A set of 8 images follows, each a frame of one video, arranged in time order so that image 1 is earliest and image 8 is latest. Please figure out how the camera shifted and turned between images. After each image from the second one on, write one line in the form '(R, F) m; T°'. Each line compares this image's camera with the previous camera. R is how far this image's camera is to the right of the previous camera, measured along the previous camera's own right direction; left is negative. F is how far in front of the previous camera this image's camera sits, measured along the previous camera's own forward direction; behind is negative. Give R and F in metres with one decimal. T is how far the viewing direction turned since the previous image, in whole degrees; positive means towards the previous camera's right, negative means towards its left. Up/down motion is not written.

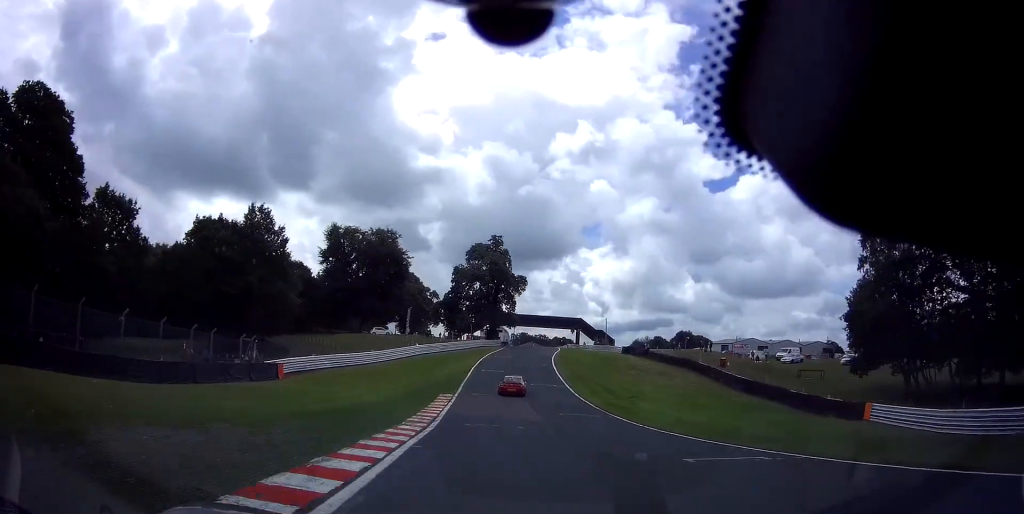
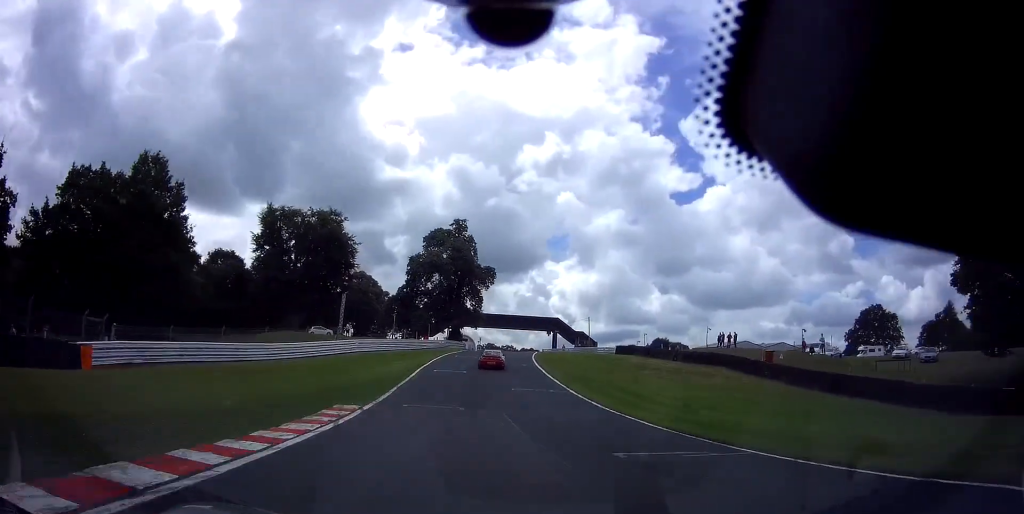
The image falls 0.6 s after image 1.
(+0.6, +16.7) m; +4°
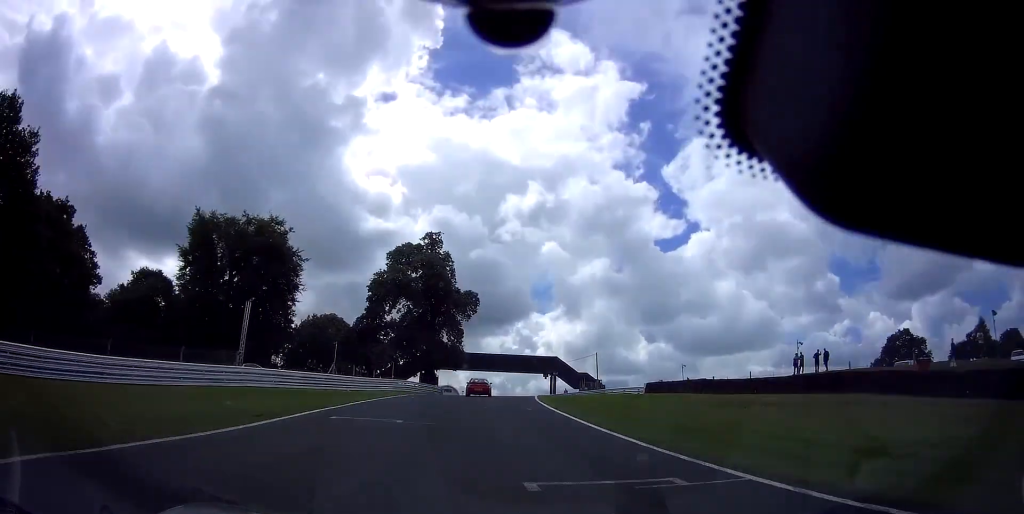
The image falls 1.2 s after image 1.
(+0.6, +19.0) m; +1°
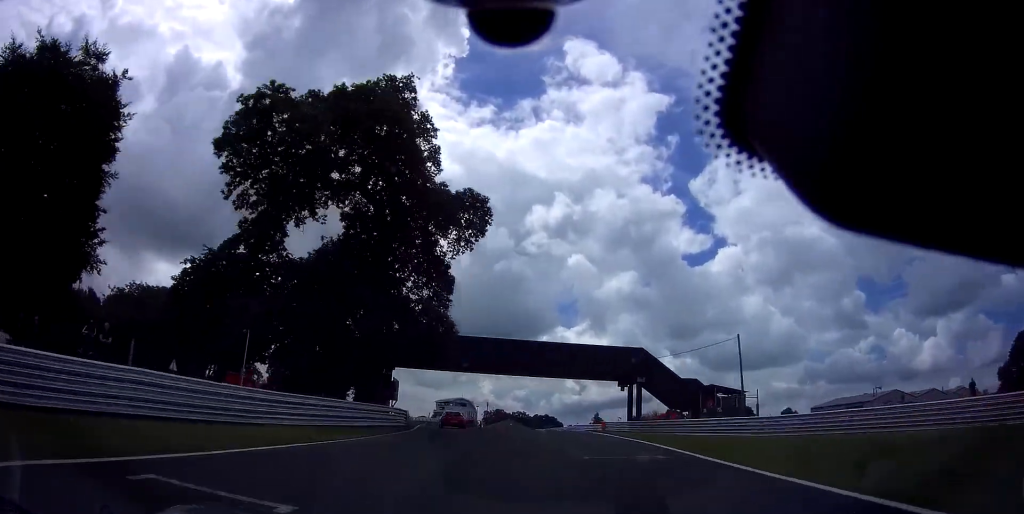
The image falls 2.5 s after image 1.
(+0.3, +40.8) m; -2°
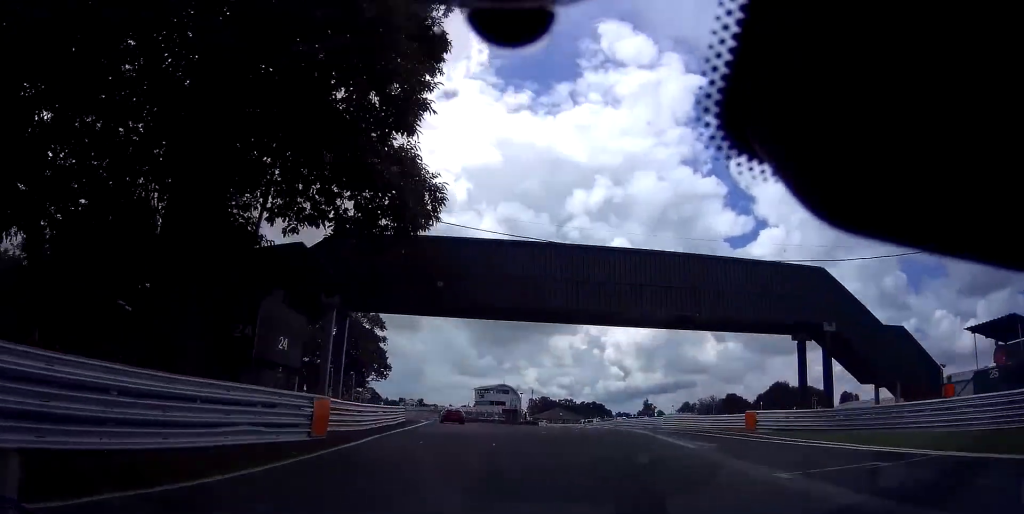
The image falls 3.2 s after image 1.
(-0.9, +22.1) m; -3°
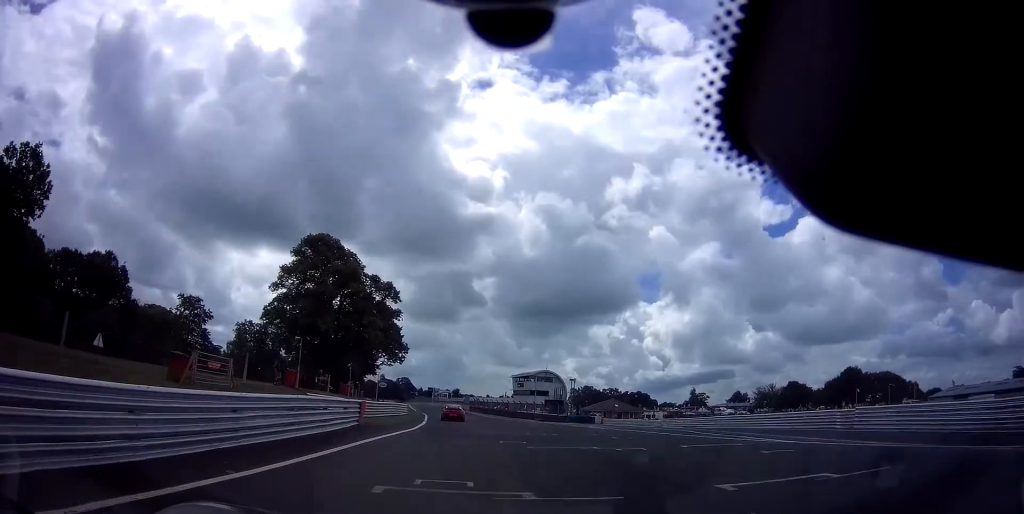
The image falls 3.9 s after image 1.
(-0.8, +23.6) m; -3°
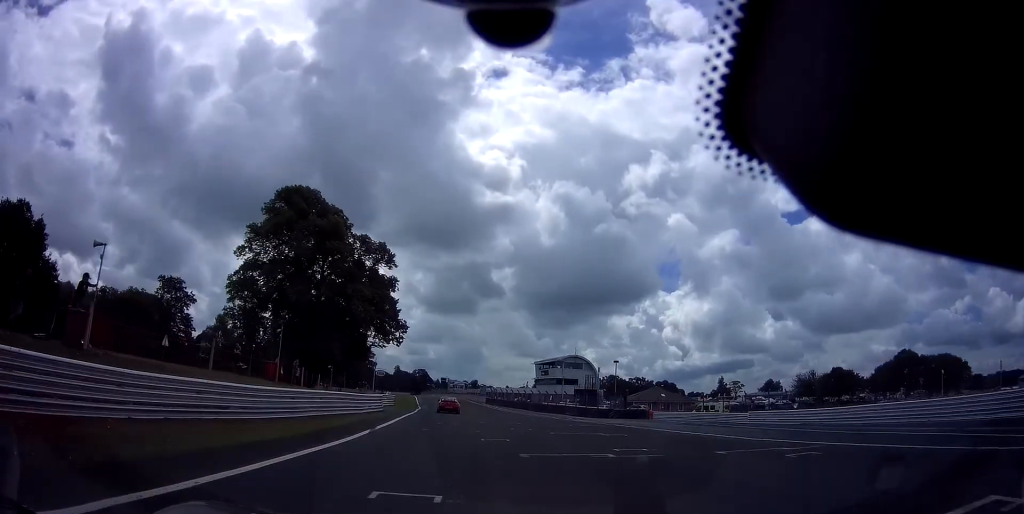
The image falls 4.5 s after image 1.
(-0.2, +19.4) m; -3°
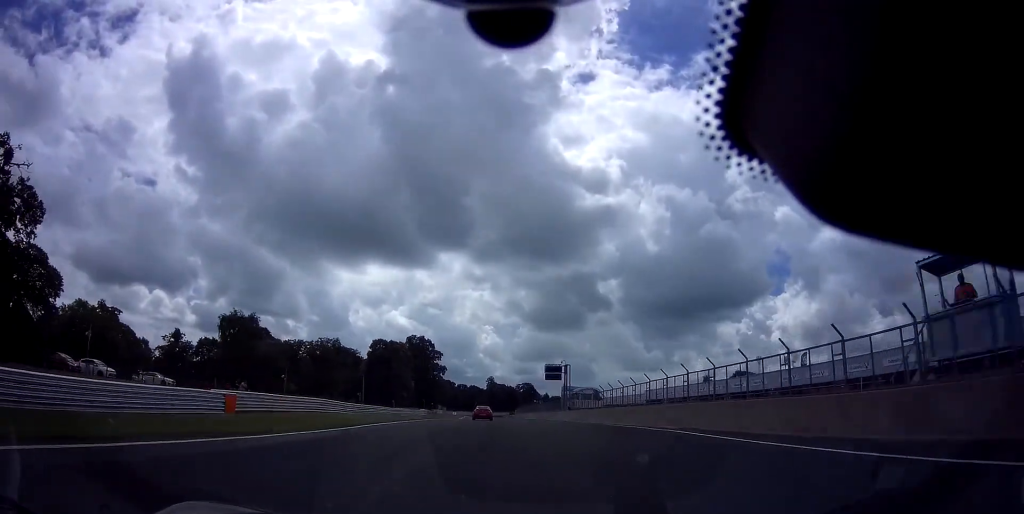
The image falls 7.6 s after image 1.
(-12.7, +115.1) m; -12°
